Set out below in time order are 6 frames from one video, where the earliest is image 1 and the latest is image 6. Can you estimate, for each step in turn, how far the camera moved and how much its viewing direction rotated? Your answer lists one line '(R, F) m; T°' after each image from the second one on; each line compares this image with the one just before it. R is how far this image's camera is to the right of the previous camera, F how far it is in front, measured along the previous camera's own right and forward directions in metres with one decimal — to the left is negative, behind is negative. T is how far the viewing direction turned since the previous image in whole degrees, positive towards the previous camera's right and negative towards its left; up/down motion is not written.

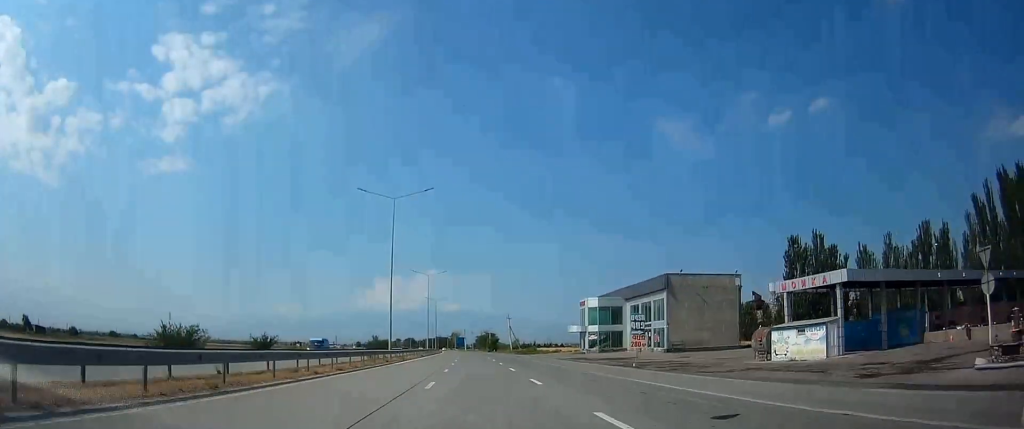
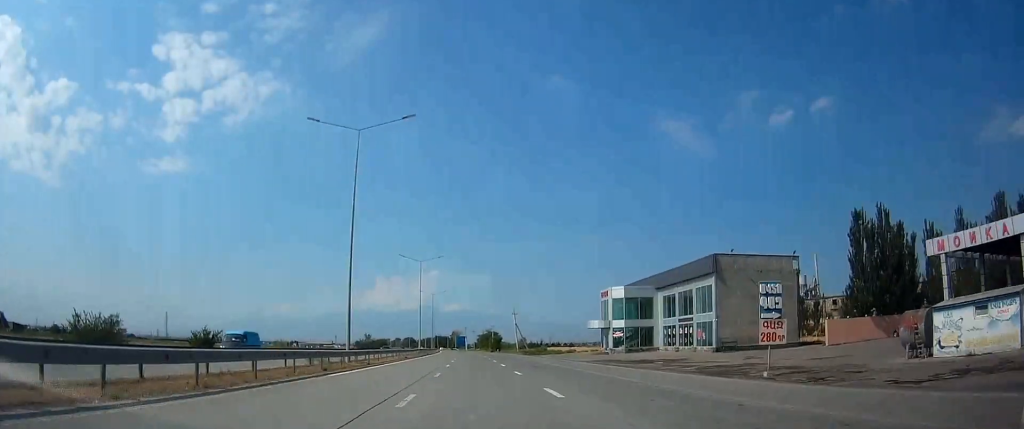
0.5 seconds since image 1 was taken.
(-0.1, +17.4) m; 0°
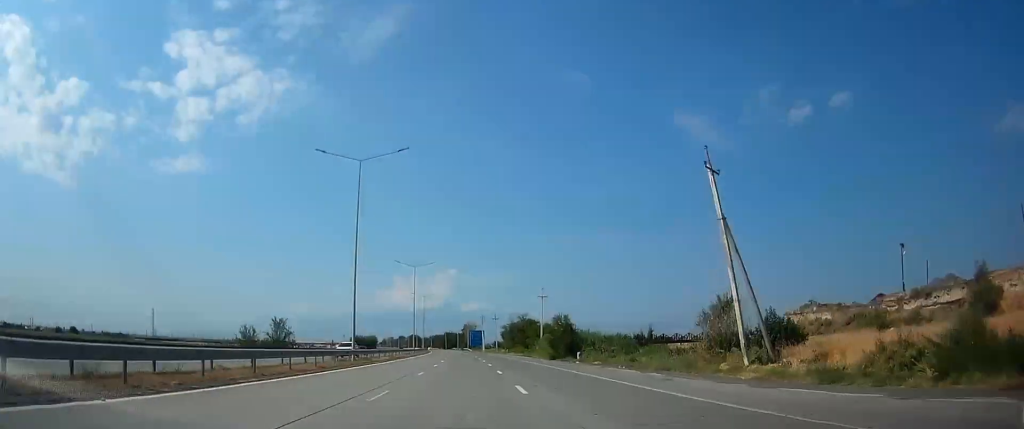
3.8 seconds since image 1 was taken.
(-0.6, +106.9) m; -1°
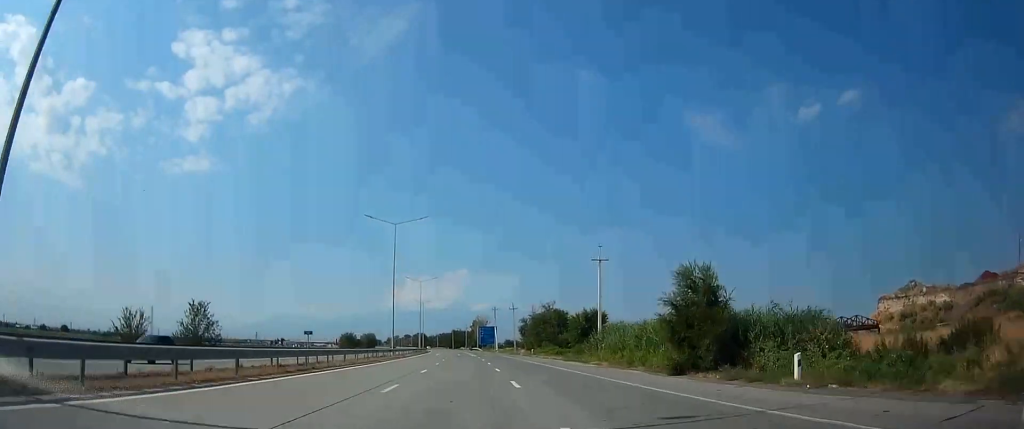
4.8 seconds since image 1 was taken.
(-0.2, +33.8) m; -1°
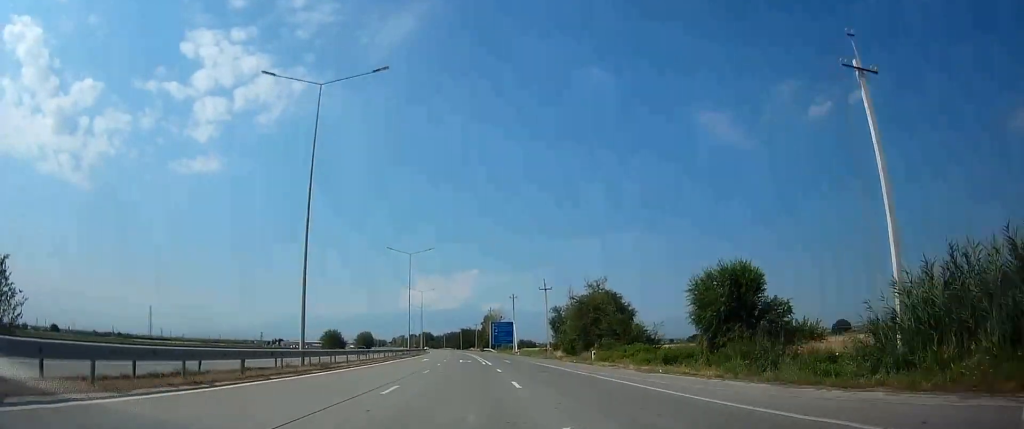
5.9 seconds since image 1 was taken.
(-0.5, +35.8) m; -1°
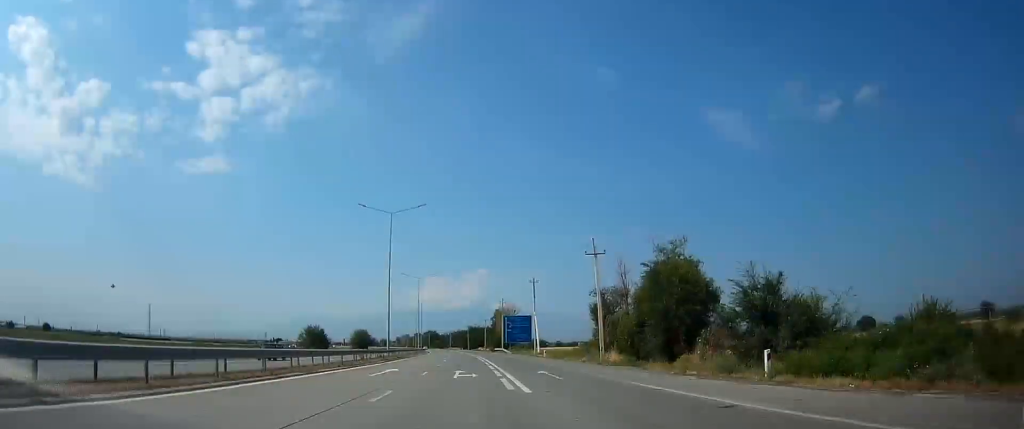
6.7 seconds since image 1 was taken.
(0.0, +26.0) m; 0°
